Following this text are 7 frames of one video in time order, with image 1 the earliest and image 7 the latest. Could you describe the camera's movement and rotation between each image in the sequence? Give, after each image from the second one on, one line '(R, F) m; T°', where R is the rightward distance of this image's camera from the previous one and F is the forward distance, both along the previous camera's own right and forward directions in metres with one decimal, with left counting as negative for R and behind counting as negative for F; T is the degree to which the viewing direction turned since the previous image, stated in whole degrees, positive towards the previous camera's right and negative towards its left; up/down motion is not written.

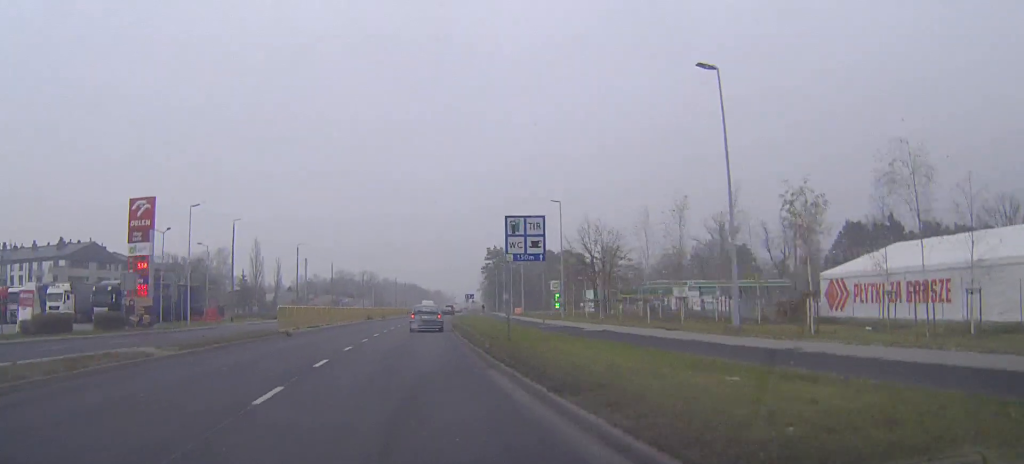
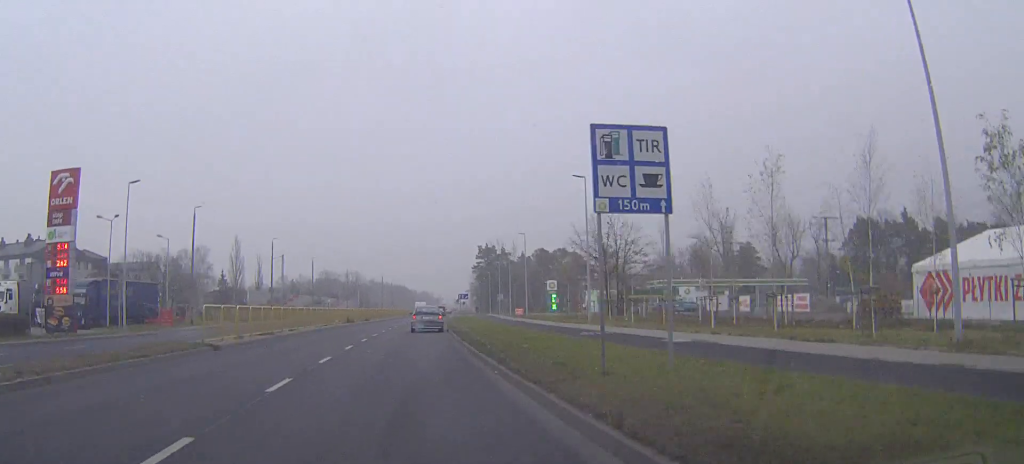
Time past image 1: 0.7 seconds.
(+0.1, +10.8) m; +1°
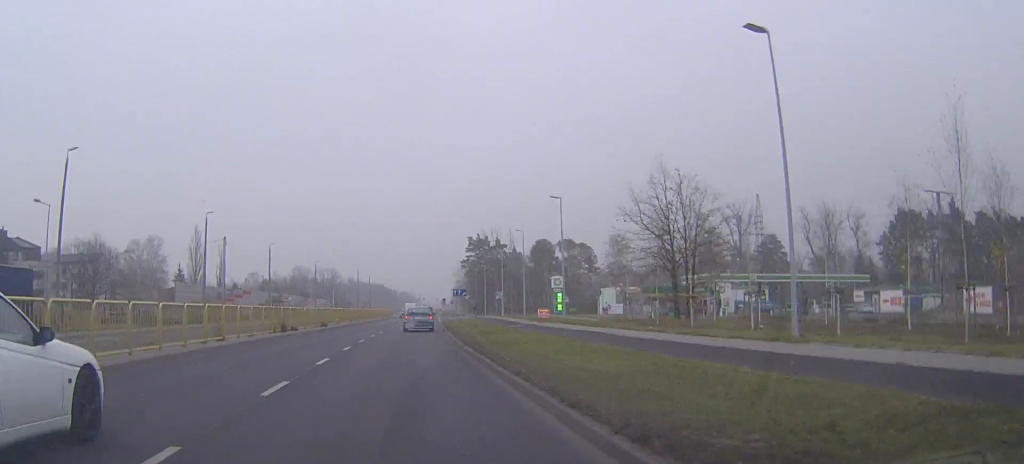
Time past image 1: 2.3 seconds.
(+0.4, +24.1) m; +2°
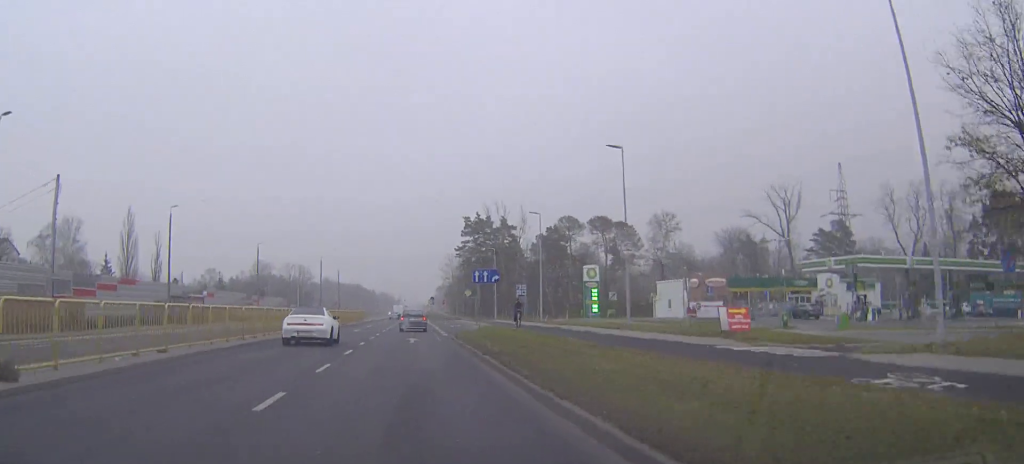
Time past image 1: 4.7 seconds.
(+0.7, +36.6) m; +2°
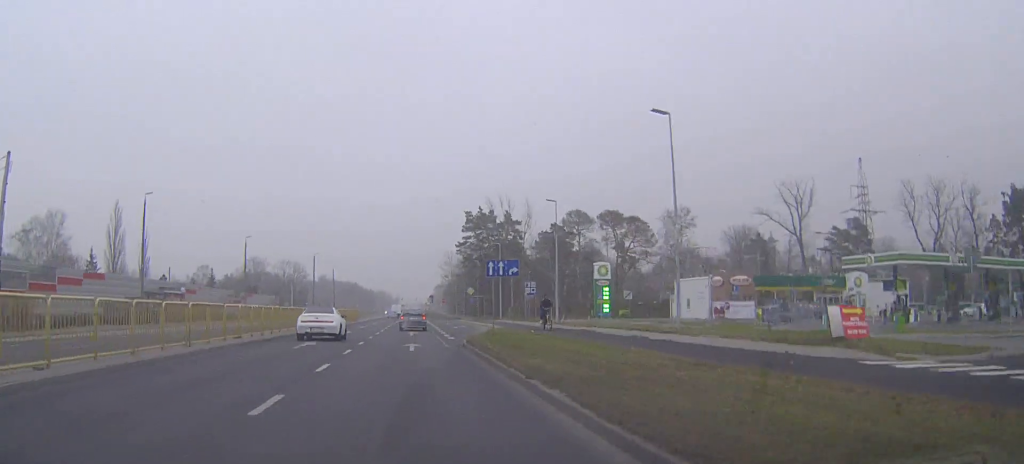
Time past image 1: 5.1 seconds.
(0.0, +6.4) m; 0°
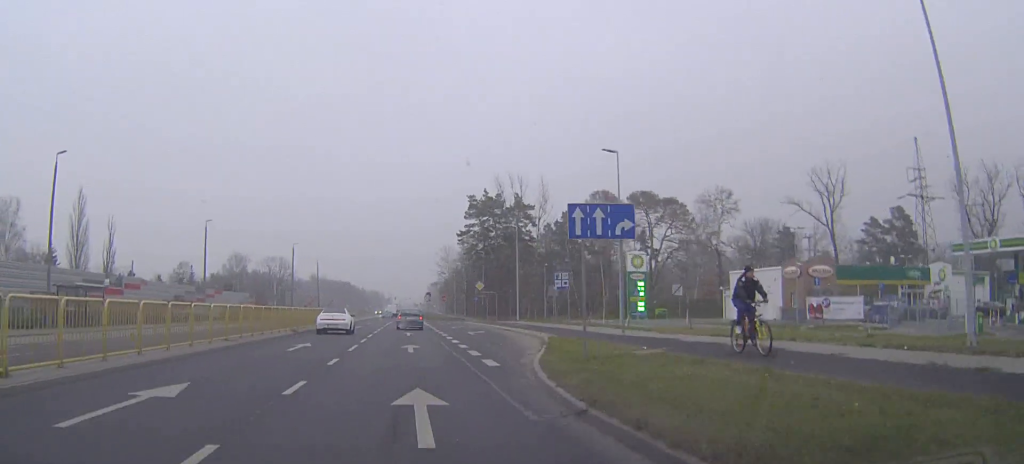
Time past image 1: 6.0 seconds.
(+0.1, +15.6) m; +1°
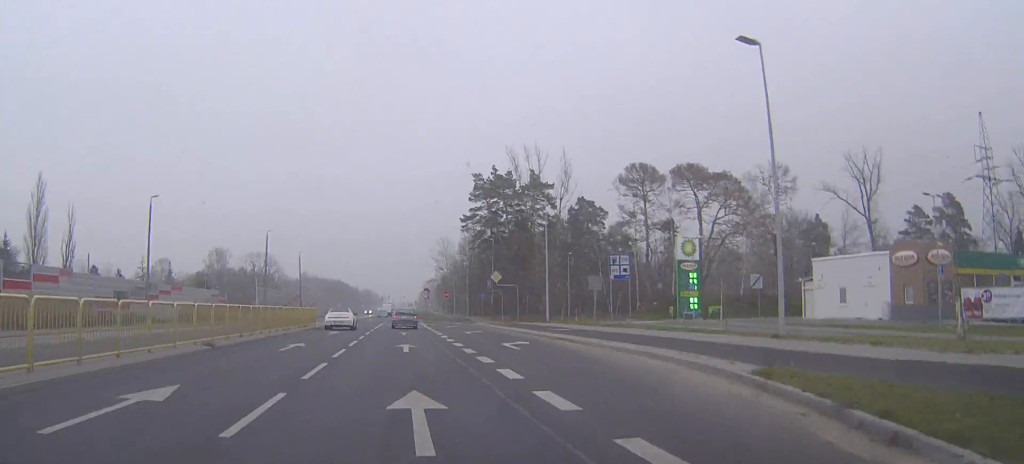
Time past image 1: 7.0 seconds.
(+0.1, +15.8) m; 0°
